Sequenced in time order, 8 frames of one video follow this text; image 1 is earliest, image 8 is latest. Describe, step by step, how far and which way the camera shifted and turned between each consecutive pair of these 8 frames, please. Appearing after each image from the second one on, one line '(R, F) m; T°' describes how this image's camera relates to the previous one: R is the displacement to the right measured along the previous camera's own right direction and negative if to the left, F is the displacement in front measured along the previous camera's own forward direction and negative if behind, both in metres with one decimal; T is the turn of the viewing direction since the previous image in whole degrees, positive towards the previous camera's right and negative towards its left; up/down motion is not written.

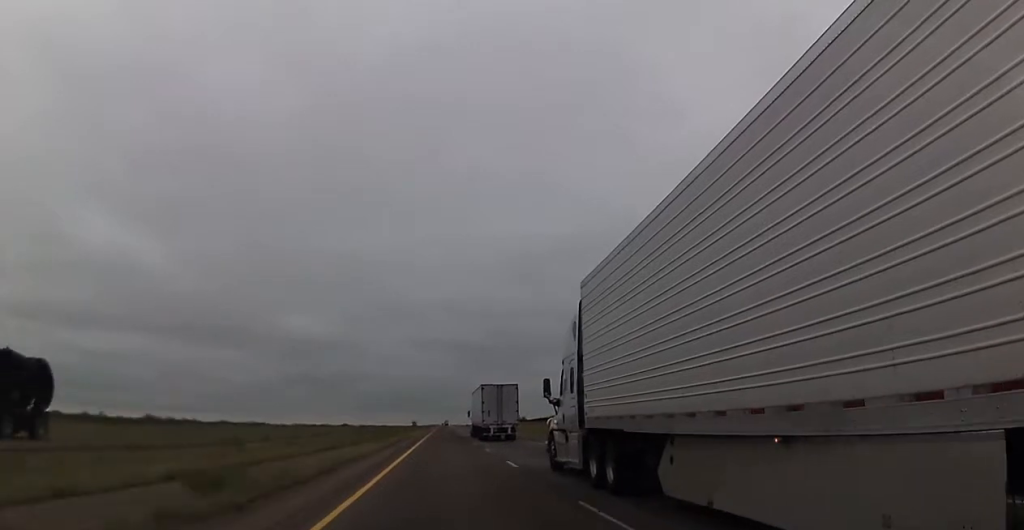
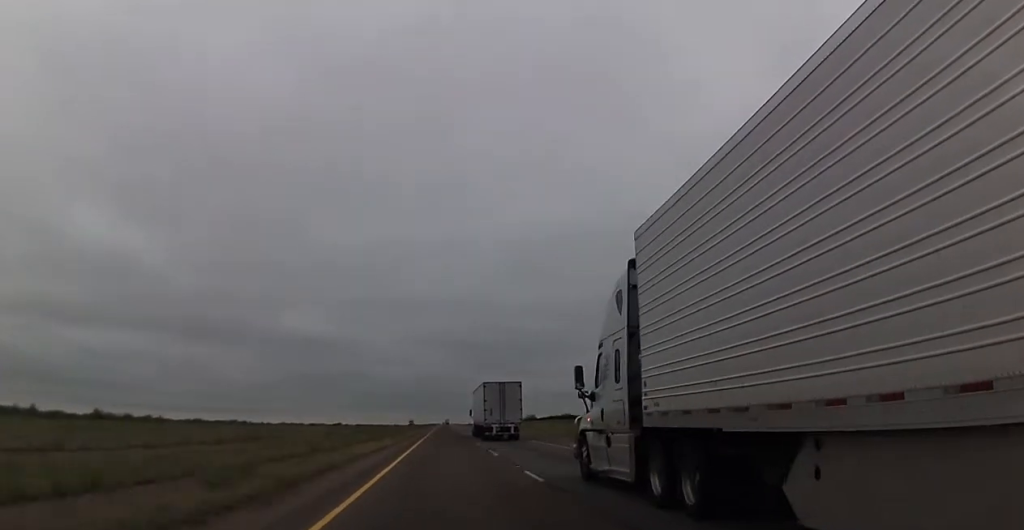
(+0.1, +29.1) m; 0°
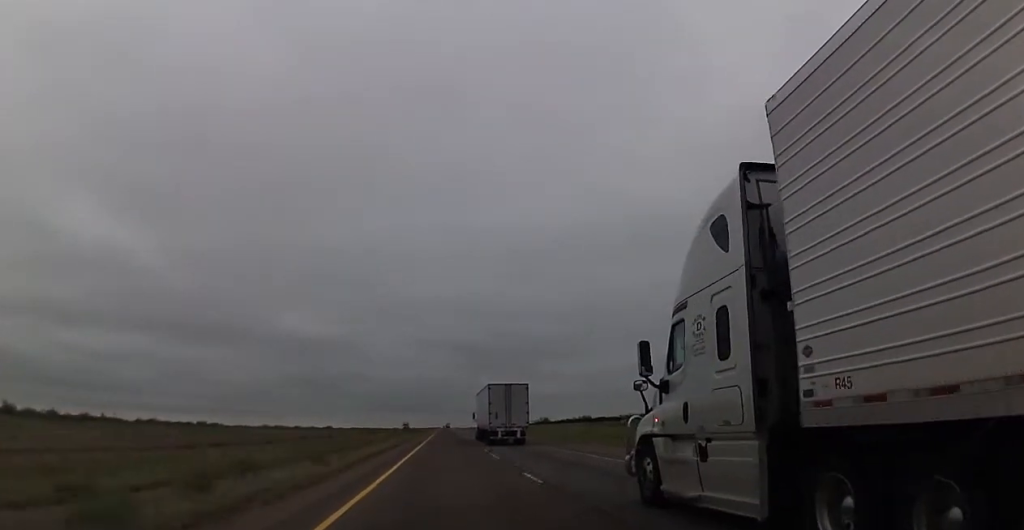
(-0.4, +35.7) m; -1°
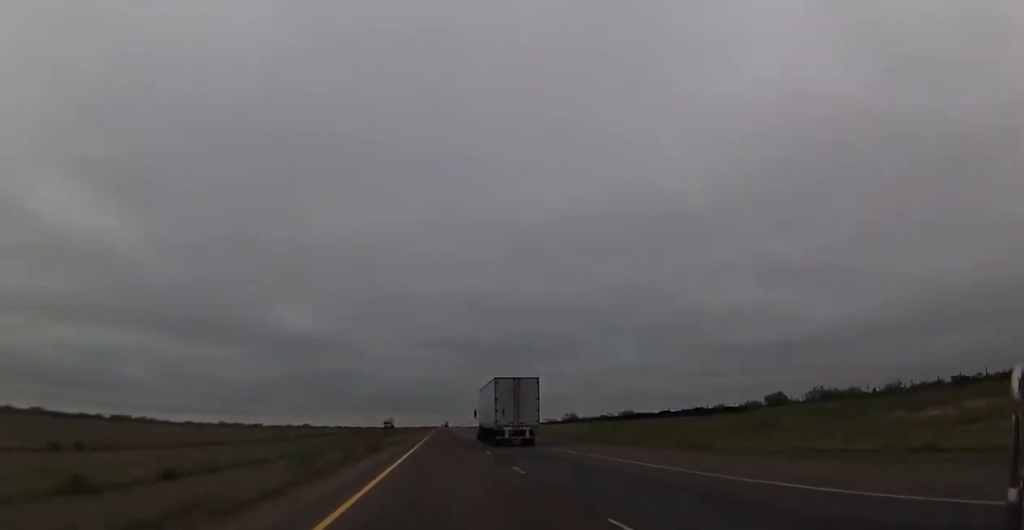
(-0.1, +56.8) m; -1°
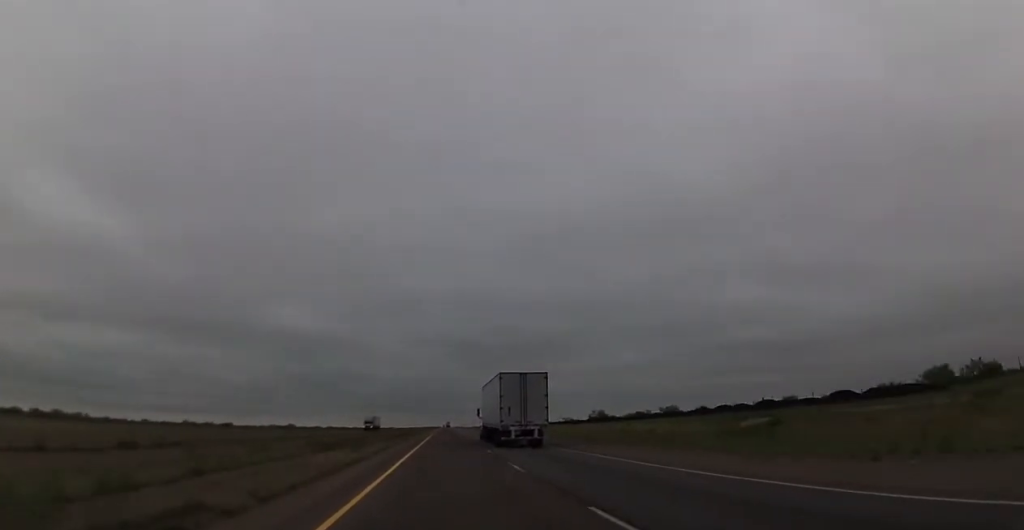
(-0.2, +34.5) m; +1°
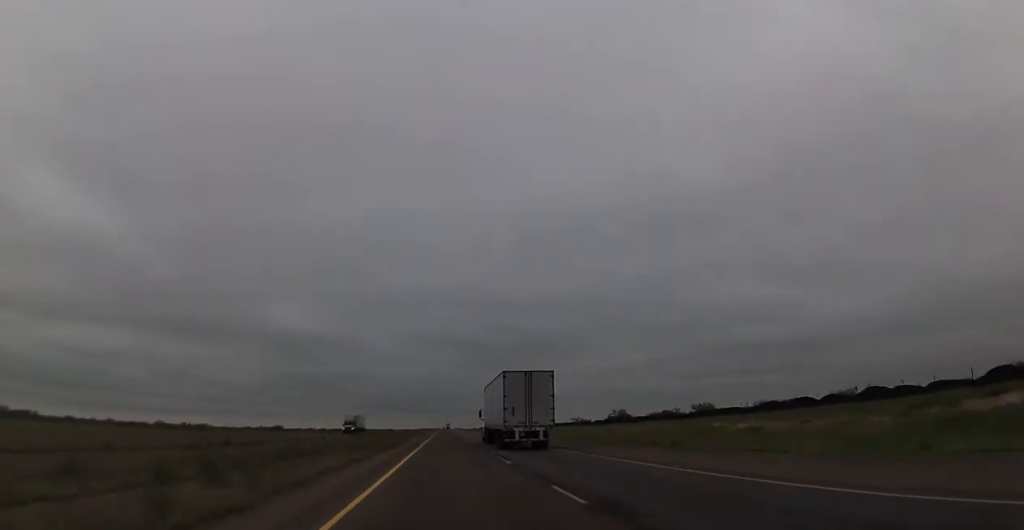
(+0.3, +20.2) m; +1°
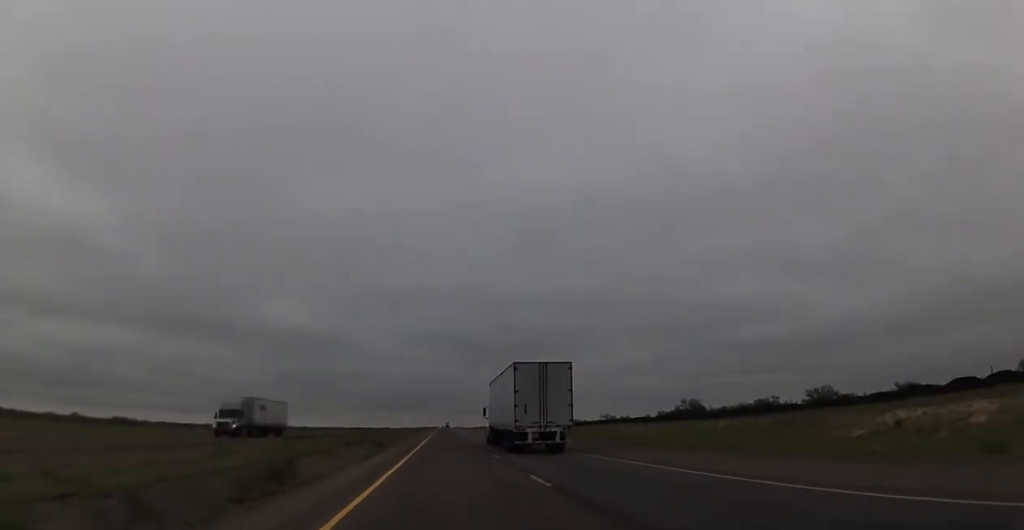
(-0.1, +44.2) m; -1°
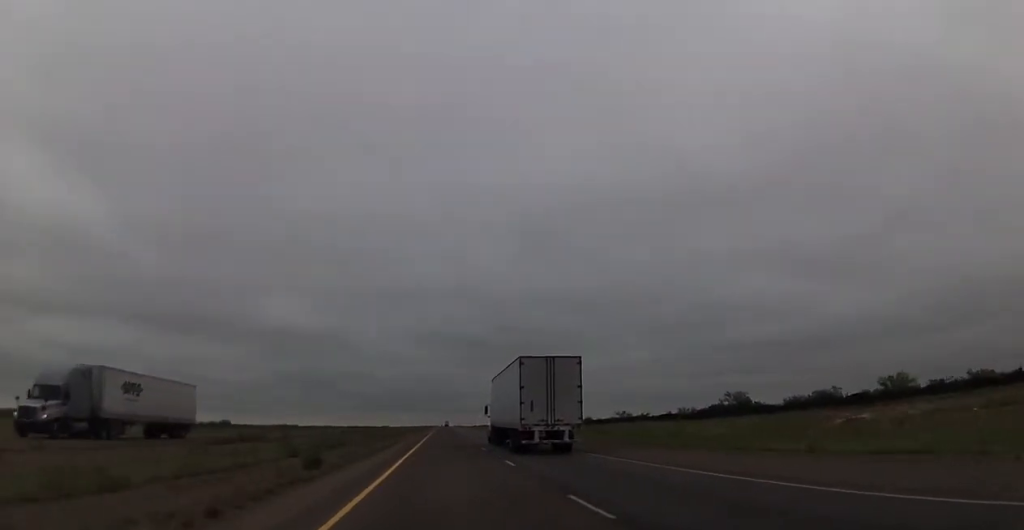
(-0.2, +17.1) m; 0°
